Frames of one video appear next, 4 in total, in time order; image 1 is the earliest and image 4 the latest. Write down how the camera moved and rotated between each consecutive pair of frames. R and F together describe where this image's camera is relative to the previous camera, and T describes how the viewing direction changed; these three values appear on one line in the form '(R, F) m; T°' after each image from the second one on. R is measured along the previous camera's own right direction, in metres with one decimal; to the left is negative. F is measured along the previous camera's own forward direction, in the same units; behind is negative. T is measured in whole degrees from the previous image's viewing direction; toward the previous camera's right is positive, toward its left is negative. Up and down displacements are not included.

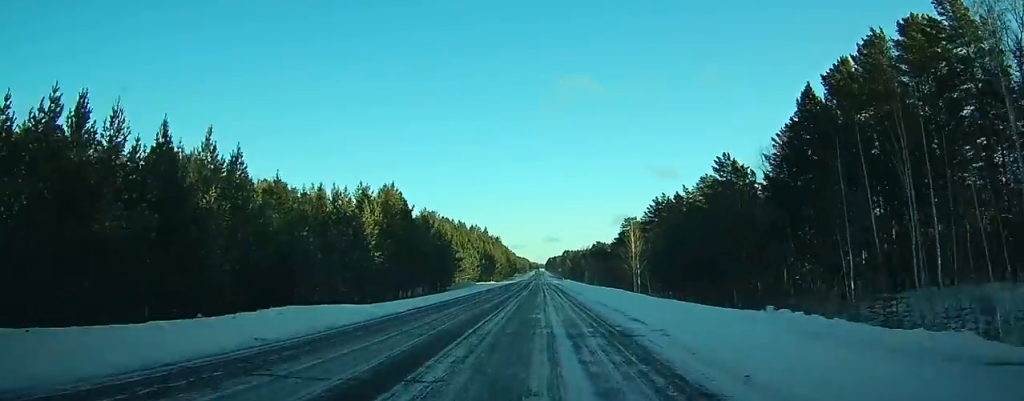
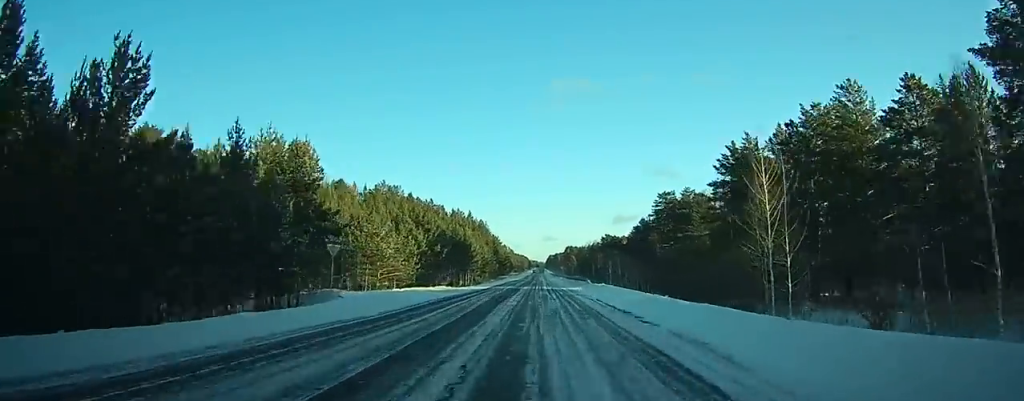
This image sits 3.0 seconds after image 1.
(+0.4, +61.1) m; +1°
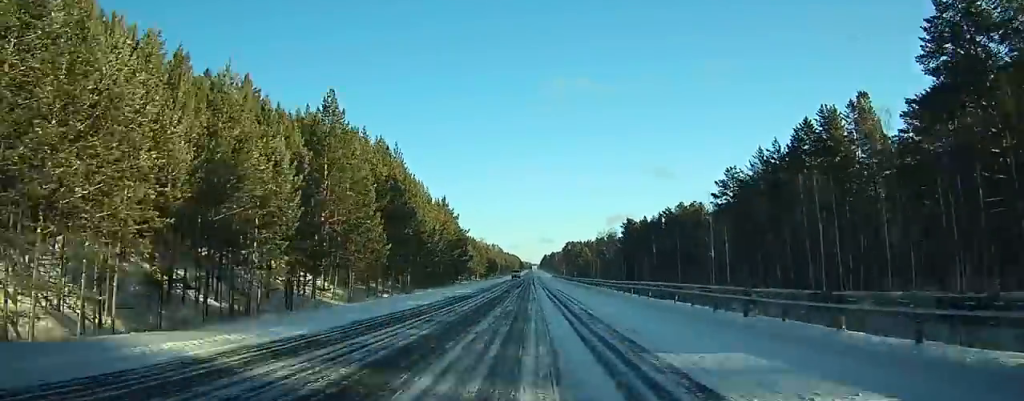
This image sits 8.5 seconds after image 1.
(-0.7, +114.4) m; -1°
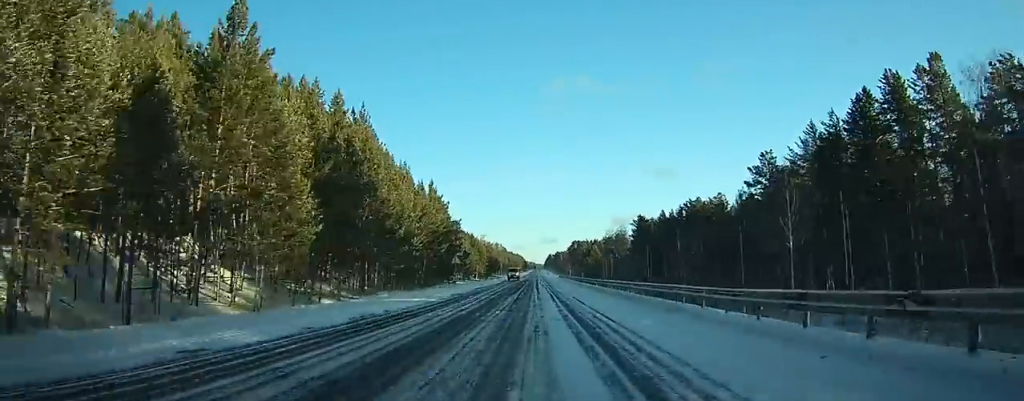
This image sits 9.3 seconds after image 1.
(-0.1, +16.9) m; 0°
